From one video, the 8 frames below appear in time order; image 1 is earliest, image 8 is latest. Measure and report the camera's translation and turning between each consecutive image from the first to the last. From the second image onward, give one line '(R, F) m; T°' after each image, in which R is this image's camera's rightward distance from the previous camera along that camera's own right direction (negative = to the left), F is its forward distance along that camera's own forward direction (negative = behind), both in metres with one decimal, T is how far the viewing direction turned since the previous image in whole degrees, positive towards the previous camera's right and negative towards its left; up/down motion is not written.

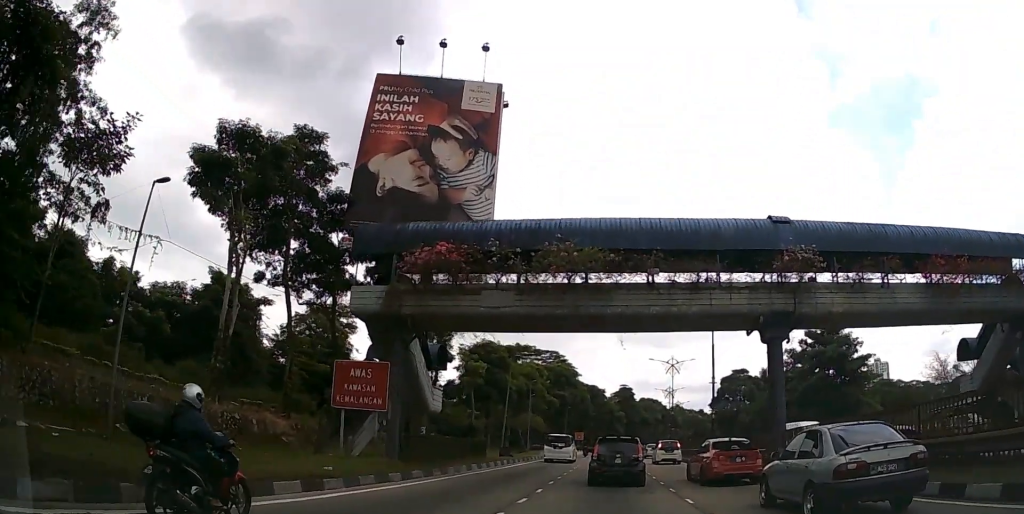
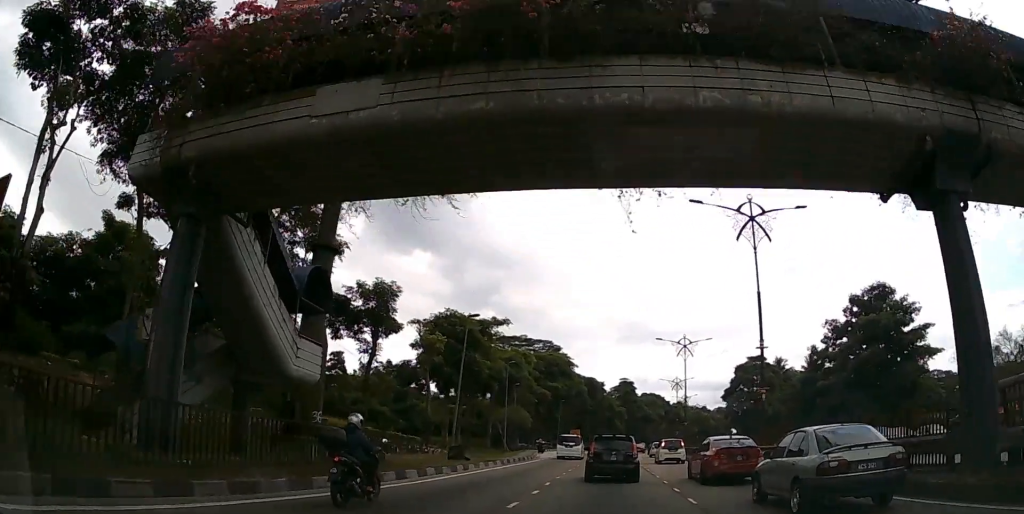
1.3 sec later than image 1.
(+0.1, +12.6) m; 0°
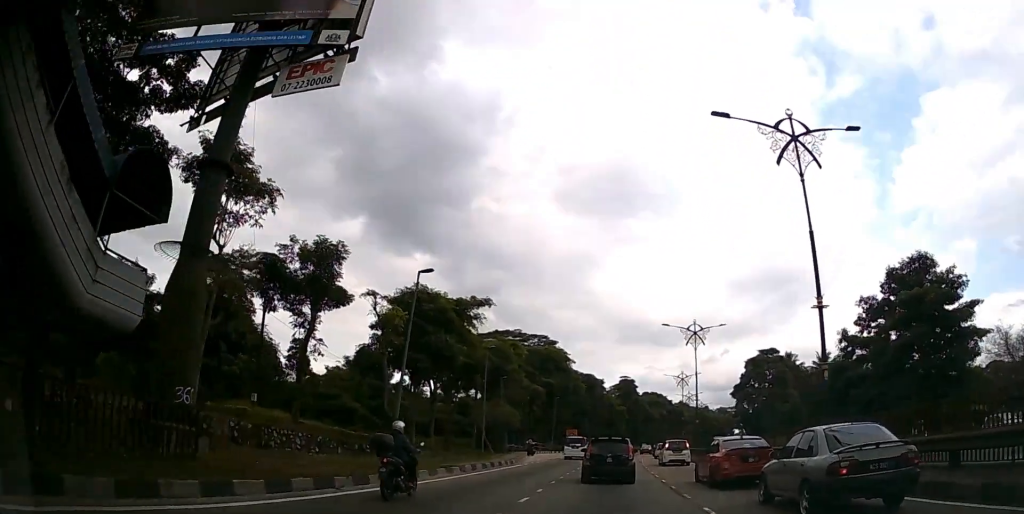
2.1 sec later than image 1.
(0.0, +7.9) m; 0°
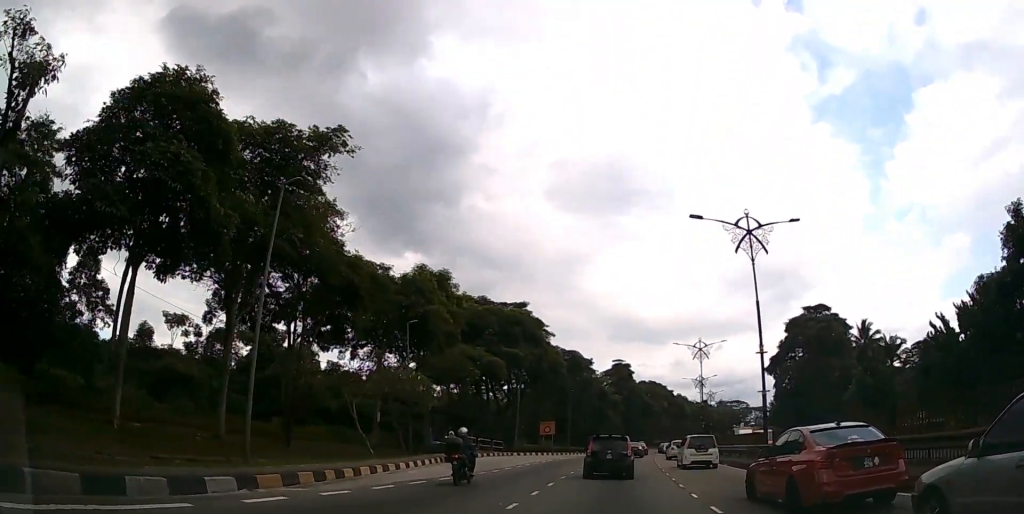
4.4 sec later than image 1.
(-0.1, +24.8) m; +1°
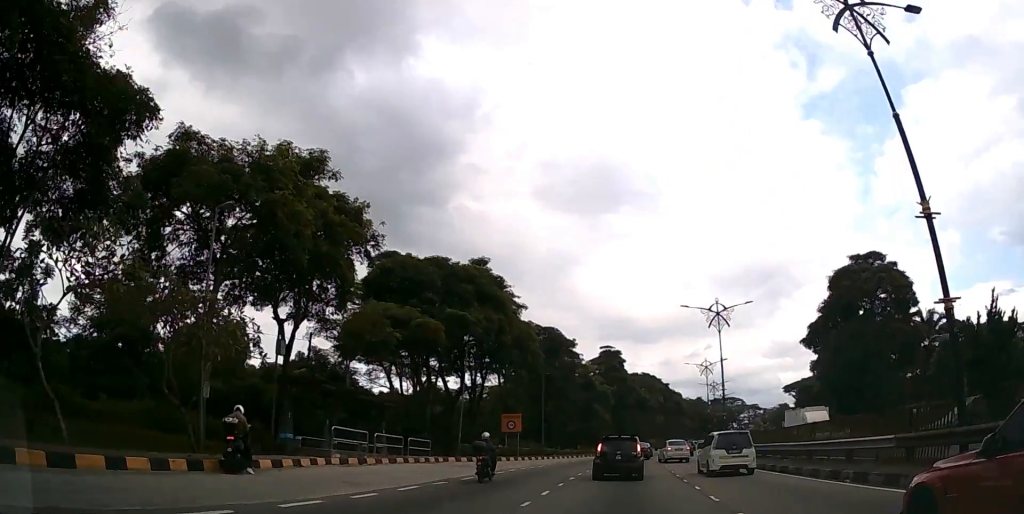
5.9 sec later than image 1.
(+0.3, +16.5) m; +1°
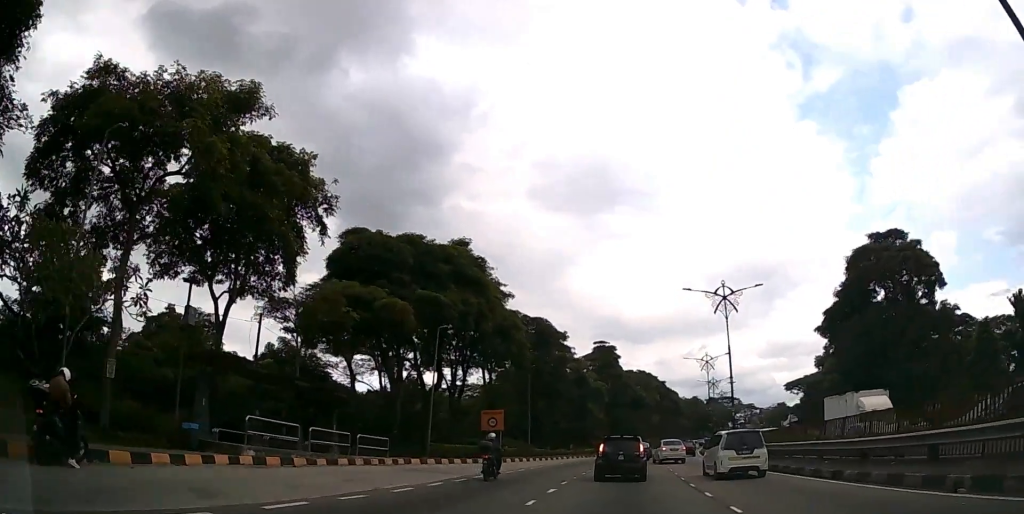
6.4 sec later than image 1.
(0.0, +5.1) m; 0°
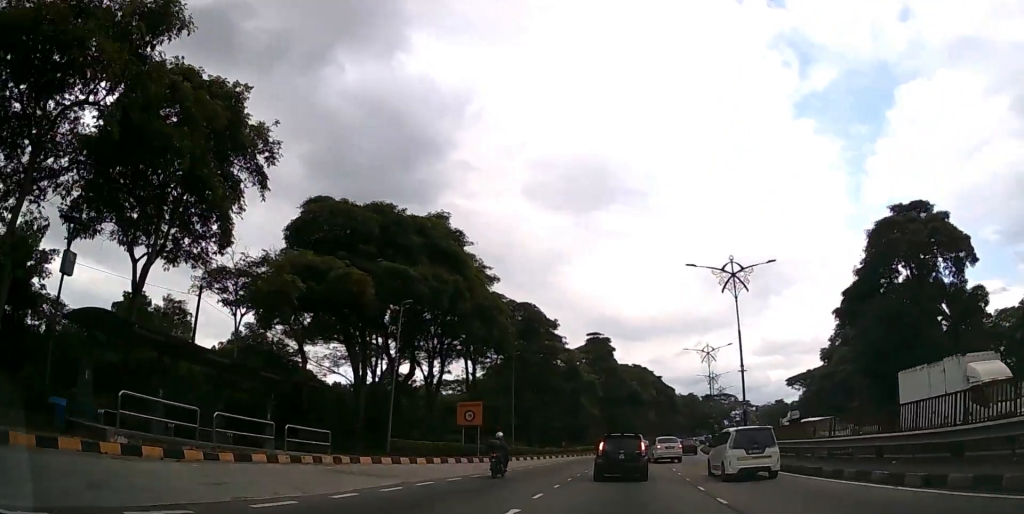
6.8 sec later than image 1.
(+0.1, +5.0) m; +1°
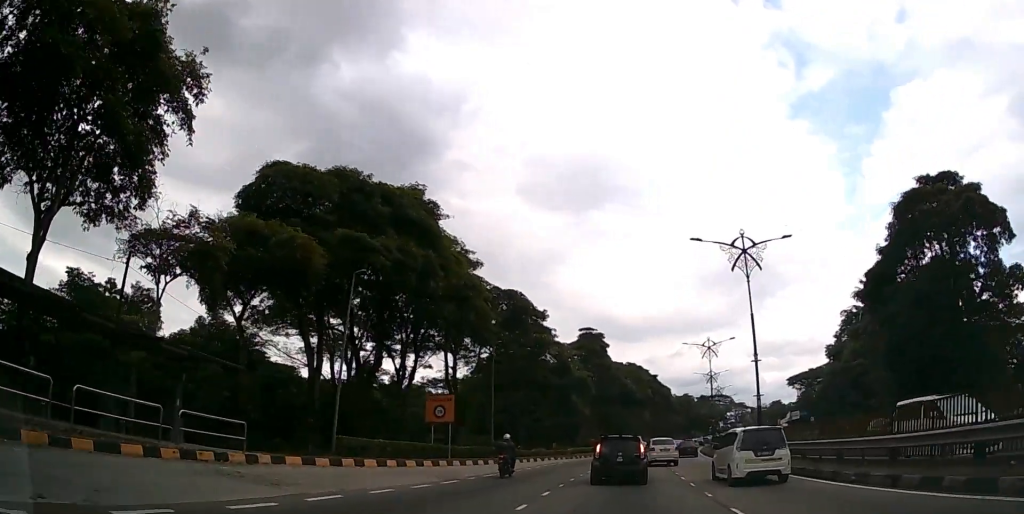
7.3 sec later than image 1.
(0.0, +5.2) m; +1°
